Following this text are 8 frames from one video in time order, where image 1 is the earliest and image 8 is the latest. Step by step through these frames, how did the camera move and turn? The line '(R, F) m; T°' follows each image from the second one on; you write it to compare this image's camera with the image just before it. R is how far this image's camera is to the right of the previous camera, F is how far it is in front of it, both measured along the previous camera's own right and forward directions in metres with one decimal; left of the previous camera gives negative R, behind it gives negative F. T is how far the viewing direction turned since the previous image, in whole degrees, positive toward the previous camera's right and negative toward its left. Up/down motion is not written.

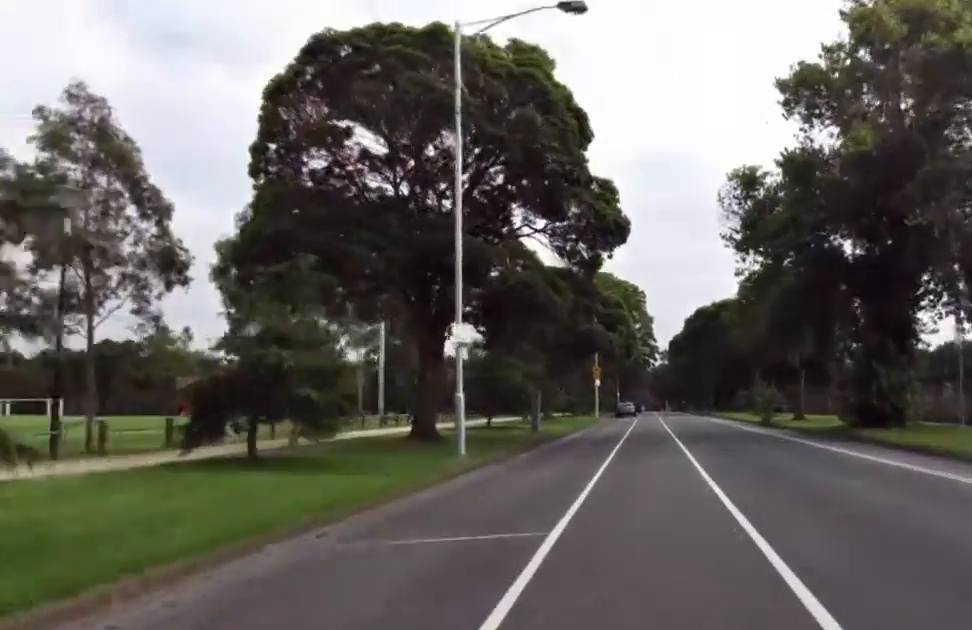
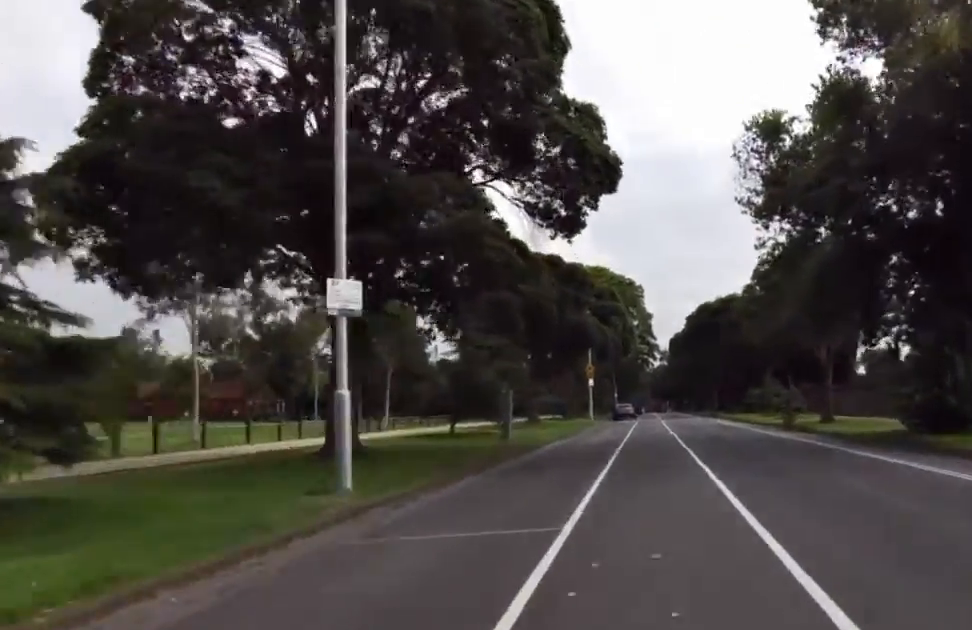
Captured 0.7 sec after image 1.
(-0.4, +5.9) m; 0°
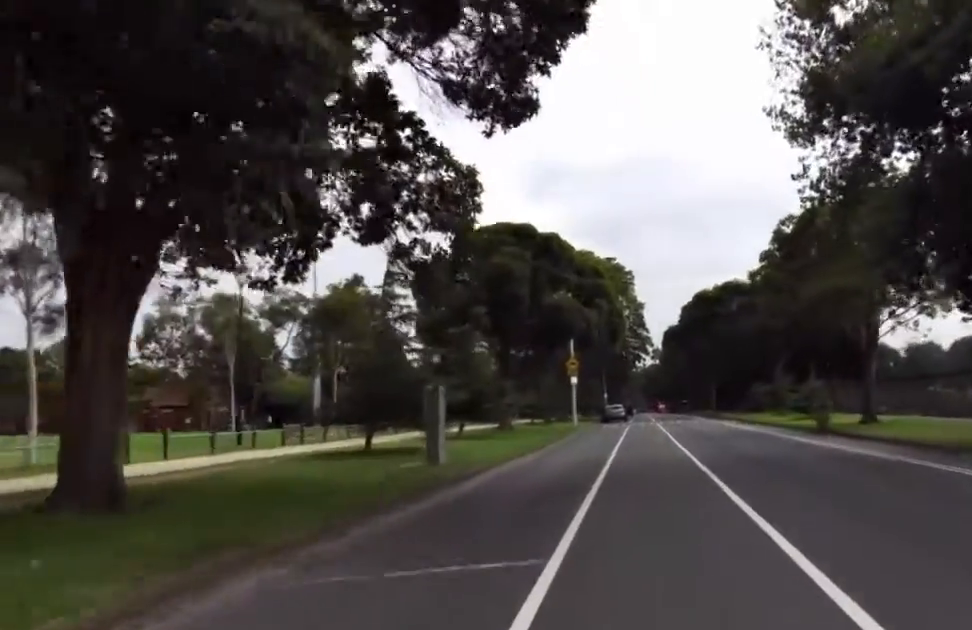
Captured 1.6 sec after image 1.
(+0.1, +7.2) m; -1°
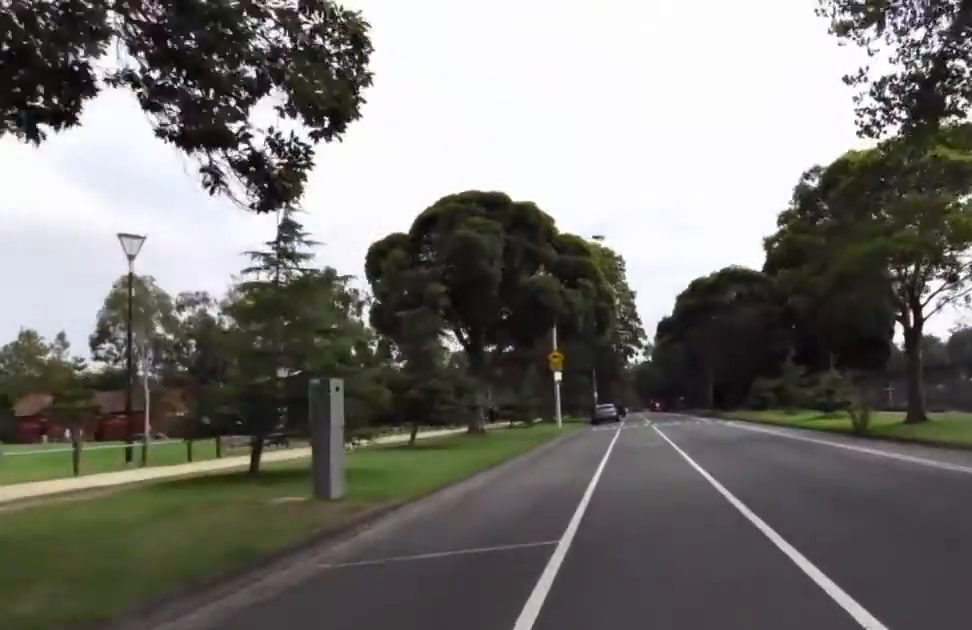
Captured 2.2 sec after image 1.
(+0.3, +5.1) m; -1°
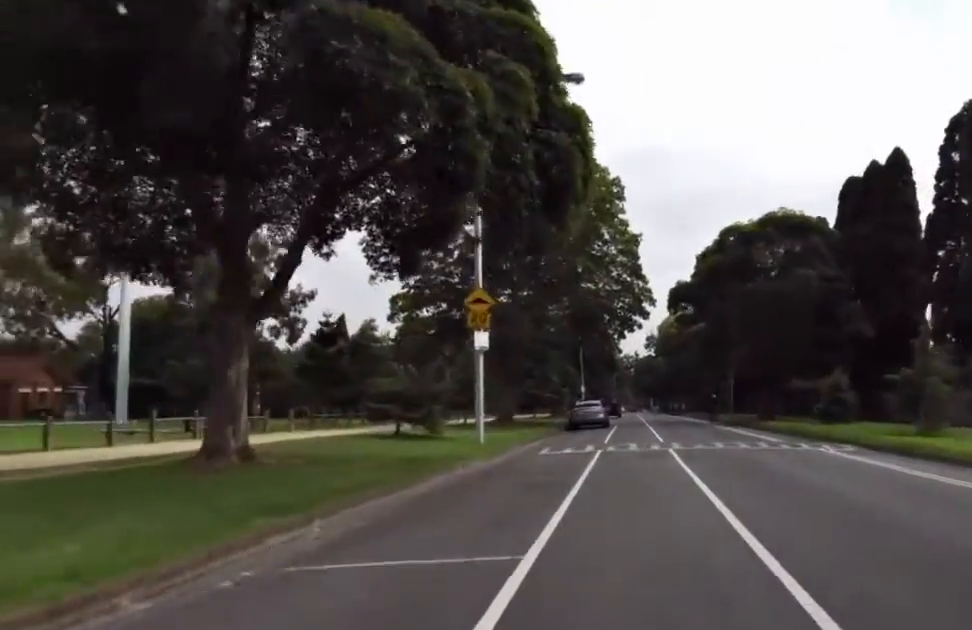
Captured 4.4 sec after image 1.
(+0.1, +18.6) m; +1°
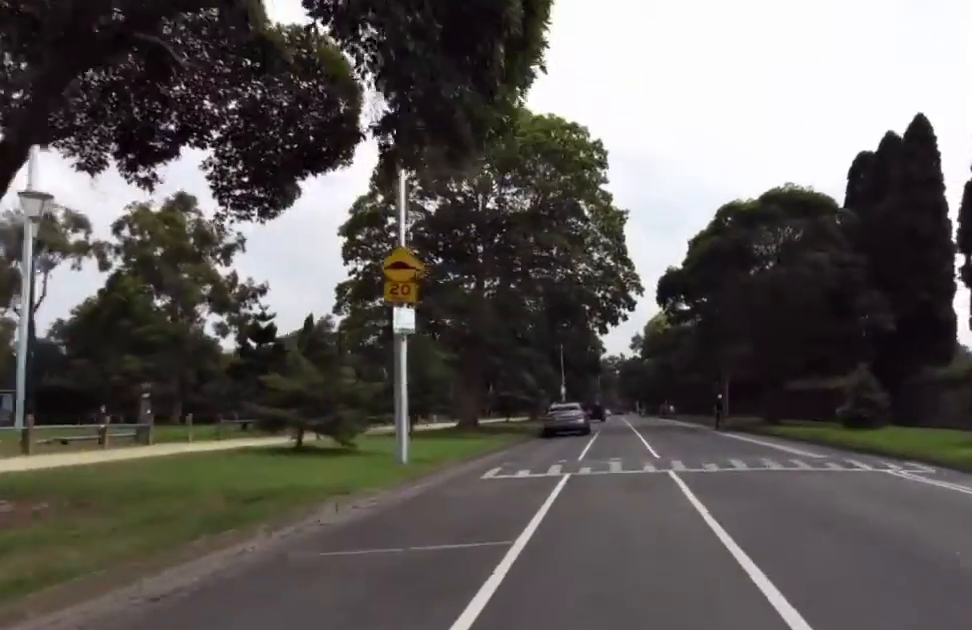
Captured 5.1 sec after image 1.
(-0.7, +5.5) m; -1°
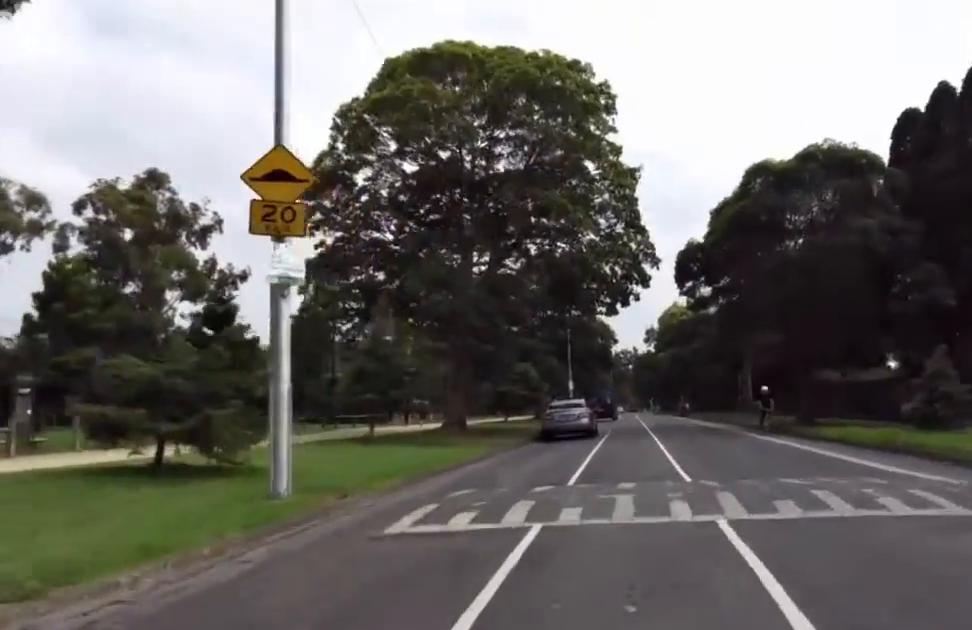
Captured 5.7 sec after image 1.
(+0.6, +5.3) m; 0°
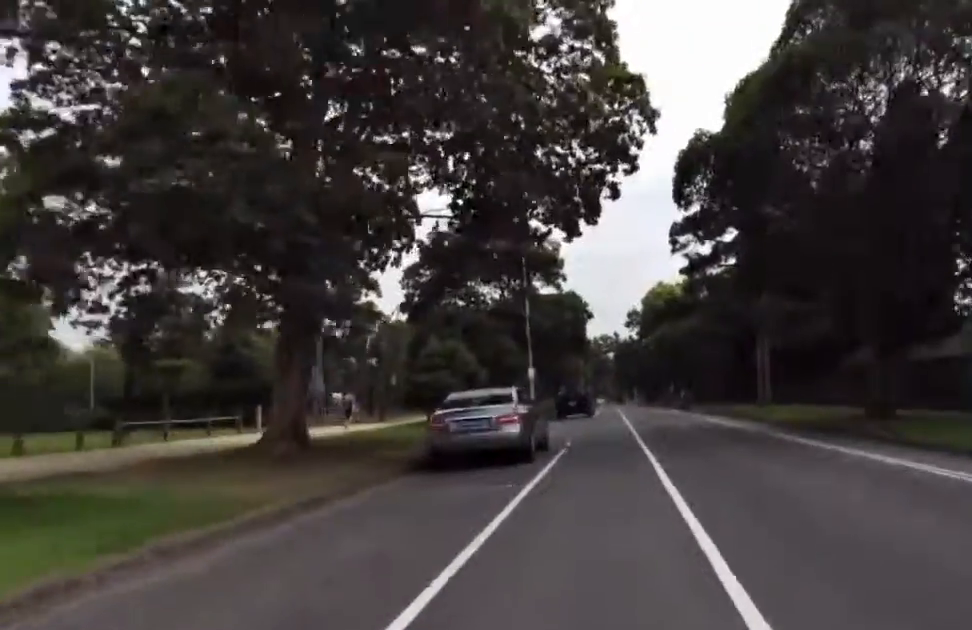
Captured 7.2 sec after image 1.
(-0.4, +13.5) m; +1°
